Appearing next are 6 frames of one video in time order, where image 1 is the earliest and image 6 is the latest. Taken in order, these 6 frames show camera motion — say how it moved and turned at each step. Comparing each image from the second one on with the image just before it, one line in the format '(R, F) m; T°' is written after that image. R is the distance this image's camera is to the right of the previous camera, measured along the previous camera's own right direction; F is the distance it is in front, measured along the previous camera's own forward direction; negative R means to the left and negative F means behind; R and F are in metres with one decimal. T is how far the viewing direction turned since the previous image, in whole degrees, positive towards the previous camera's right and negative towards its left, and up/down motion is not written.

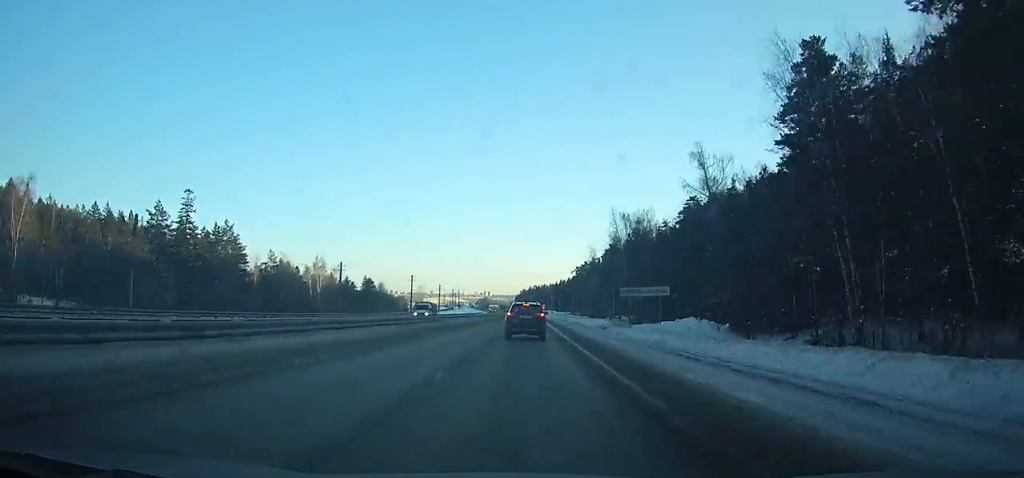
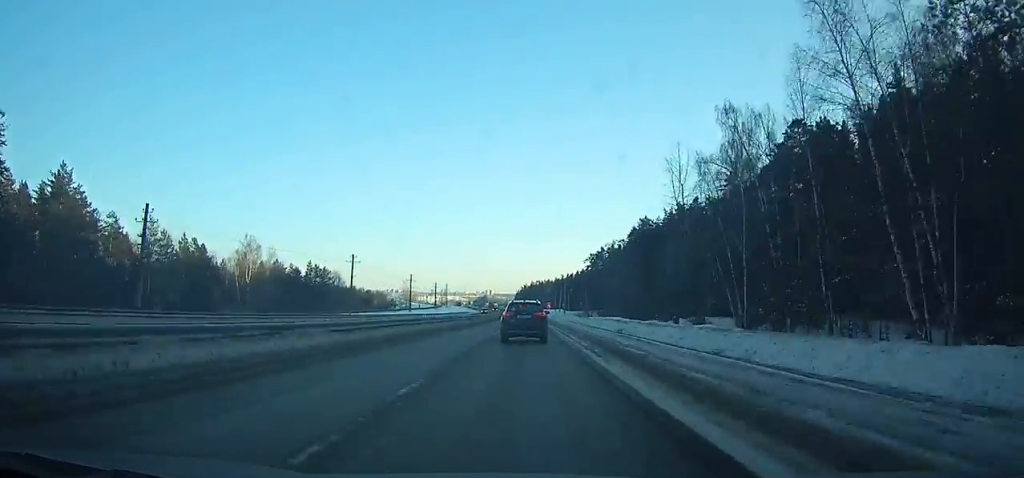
(0.0, +51.3) m; 0°
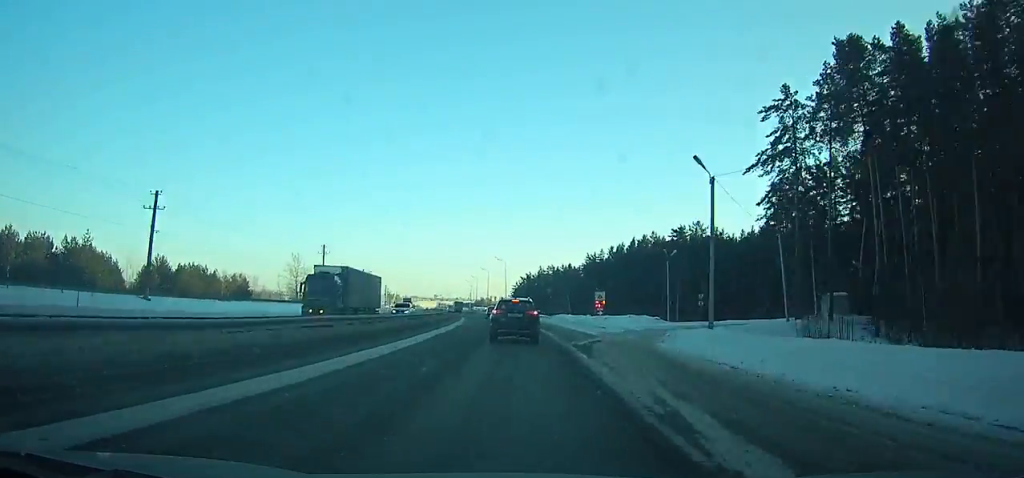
(-1.3, +162.6) m; -2°
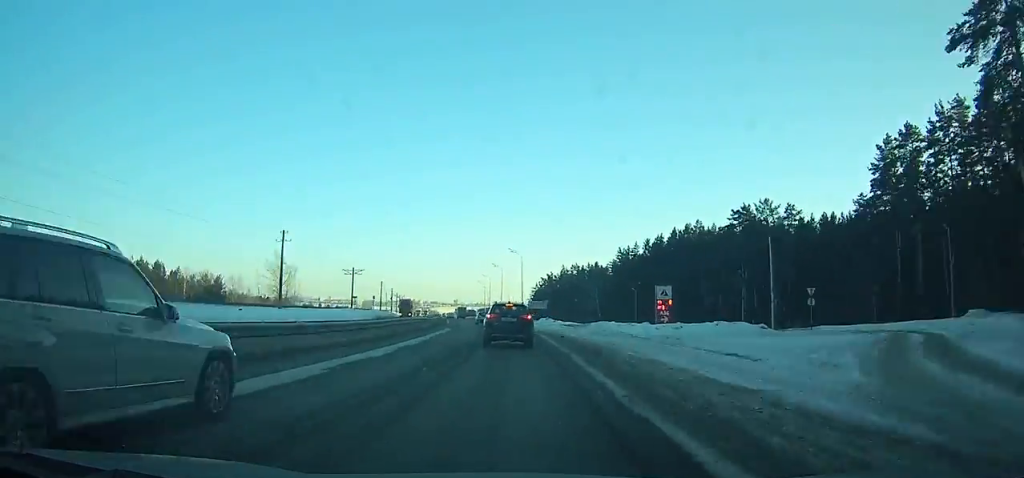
(-0.1, +24.5) m; -2°
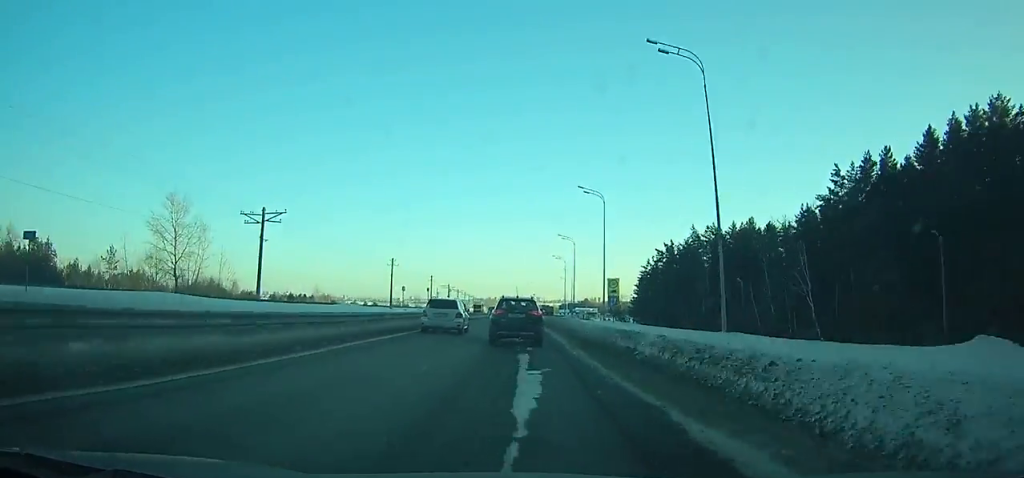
(-3.8, +74.9) m; -6°
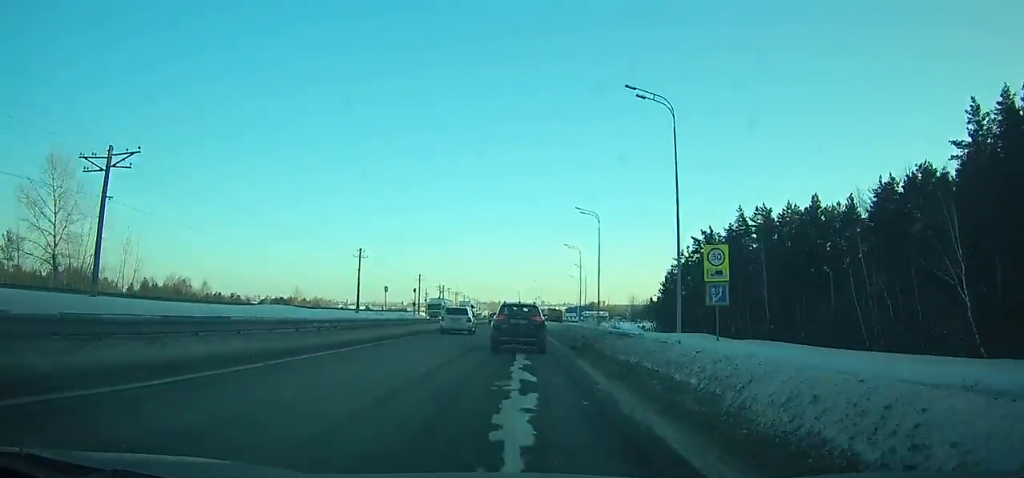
(-0.5, +22.8) m; -1°
